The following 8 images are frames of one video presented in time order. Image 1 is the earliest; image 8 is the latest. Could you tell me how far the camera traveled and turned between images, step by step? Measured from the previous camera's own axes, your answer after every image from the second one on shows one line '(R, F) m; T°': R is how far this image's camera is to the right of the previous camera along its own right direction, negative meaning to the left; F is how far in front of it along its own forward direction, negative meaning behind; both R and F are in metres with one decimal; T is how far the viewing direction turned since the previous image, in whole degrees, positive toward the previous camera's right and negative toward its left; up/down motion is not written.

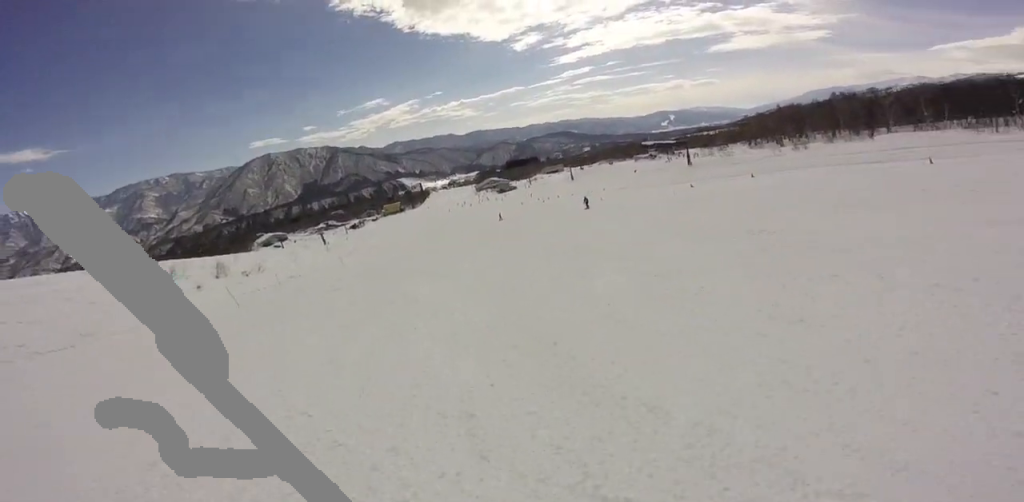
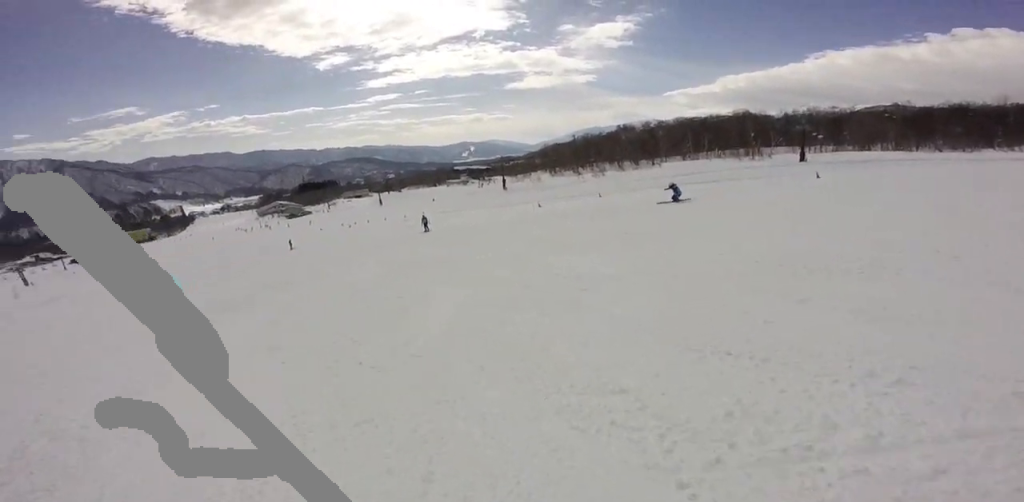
(+3.3, +14.5) m; +18°
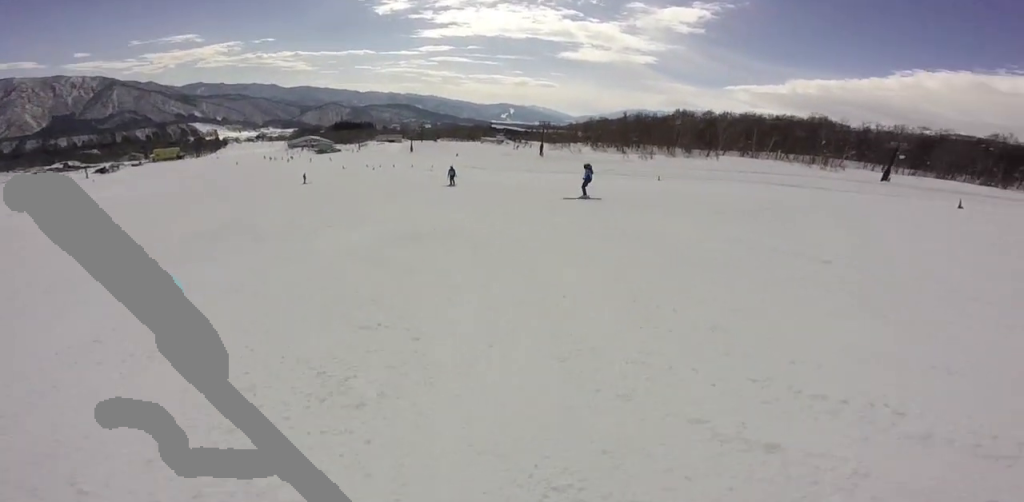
(+0.5, +6.1) m; -10°
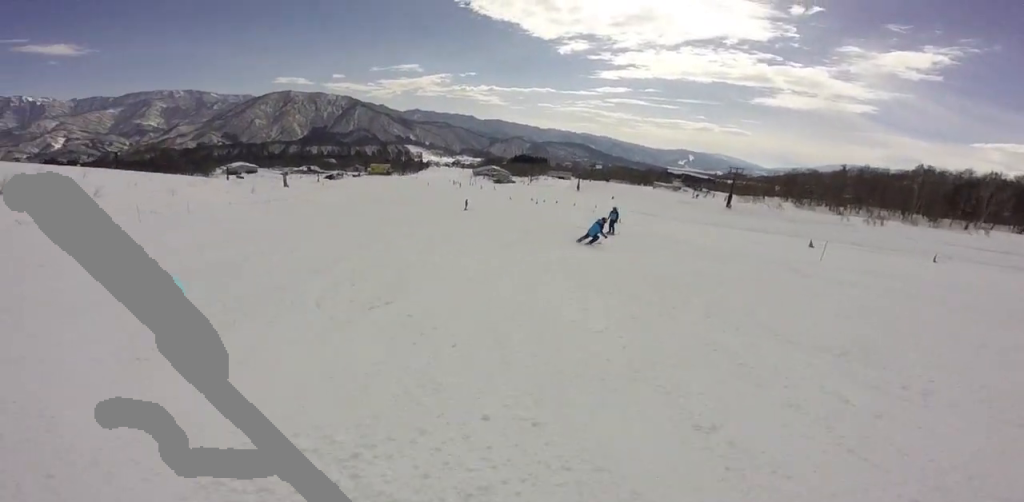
(-1.7, +7.4) m; -16°
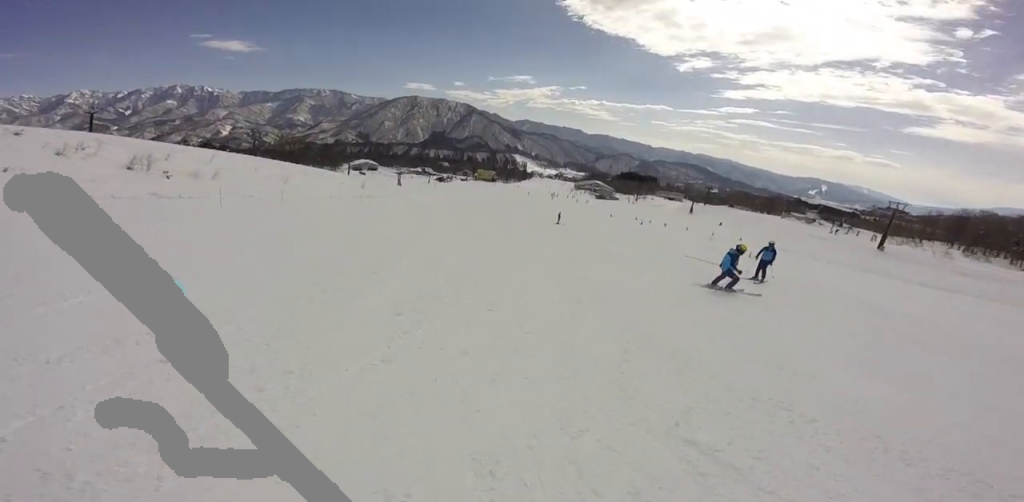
(-0.5, +6.3) m; -5°
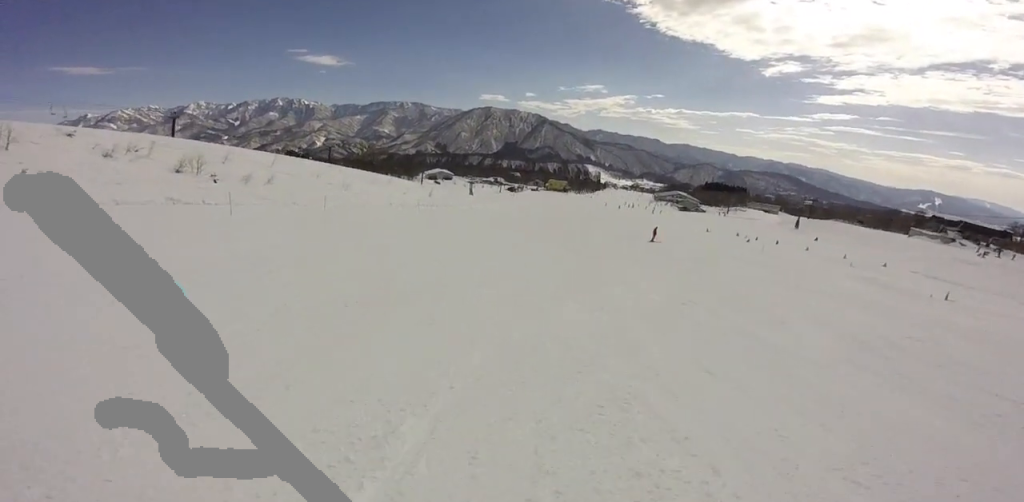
(0.0, +10.5) m; +1°
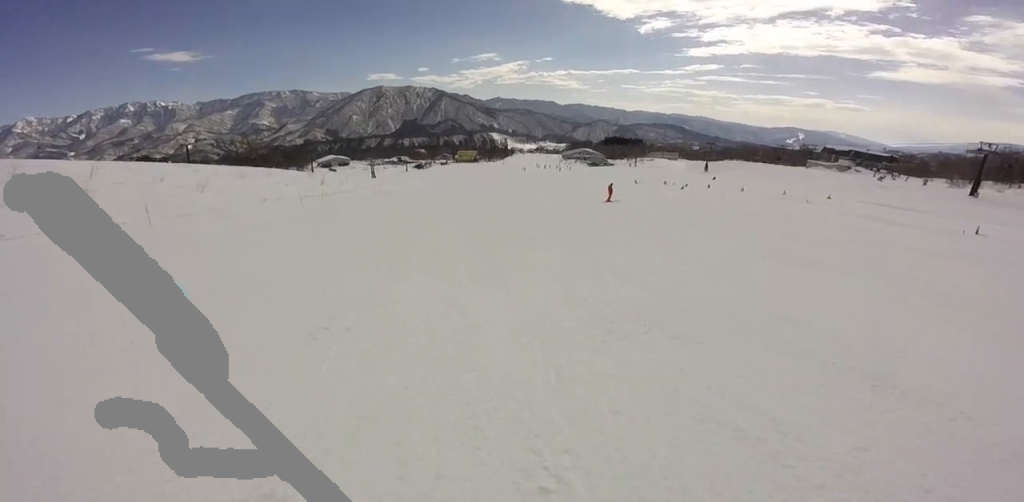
(+0.1, +10.2) m; +4°
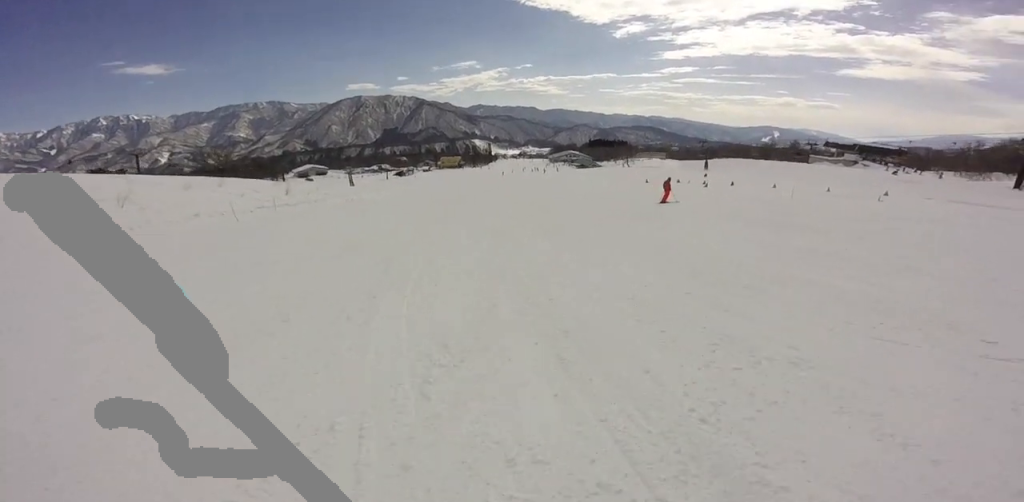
(+0.6, +10.2) m; +5°
